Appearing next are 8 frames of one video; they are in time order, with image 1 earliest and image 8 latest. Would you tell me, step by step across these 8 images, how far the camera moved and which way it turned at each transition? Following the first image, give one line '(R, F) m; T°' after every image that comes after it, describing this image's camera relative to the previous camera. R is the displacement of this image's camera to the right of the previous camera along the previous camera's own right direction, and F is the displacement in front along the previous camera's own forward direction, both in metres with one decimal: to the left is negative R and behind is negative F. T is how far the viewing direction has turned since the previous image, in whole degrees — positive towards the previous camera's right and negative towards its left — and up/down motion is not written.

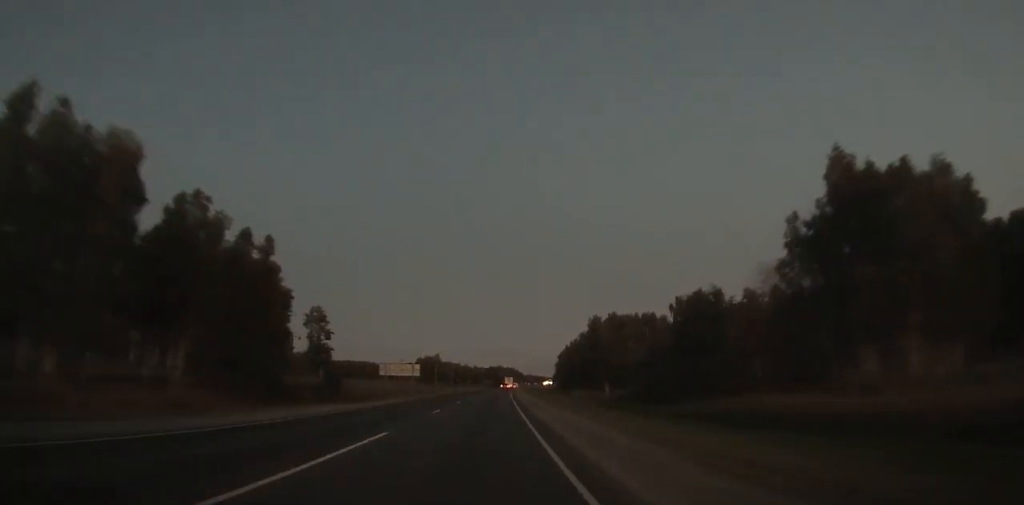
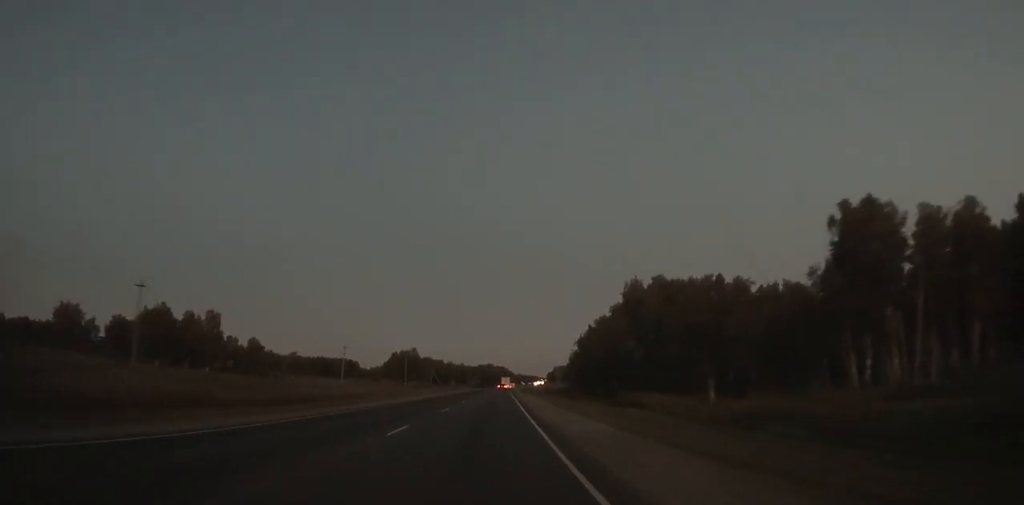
(+0.5, +58.4) m; +1°
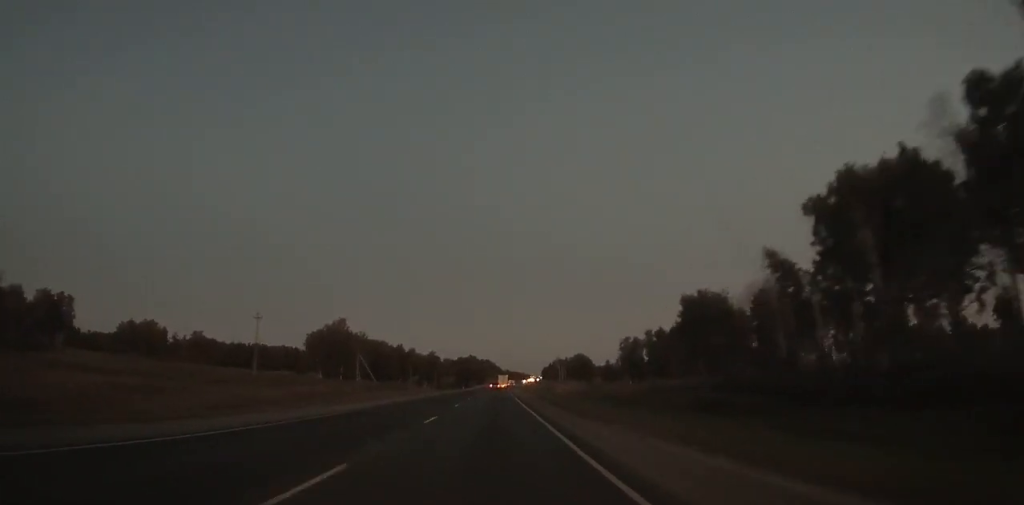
(+1.7, +115.3) m; +1°
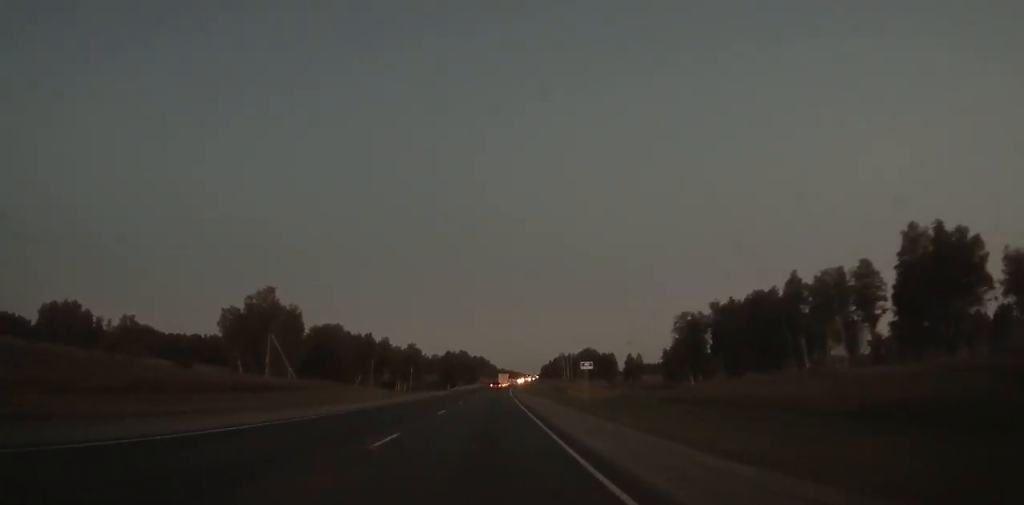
(+0.2, +53.3) m; +1°
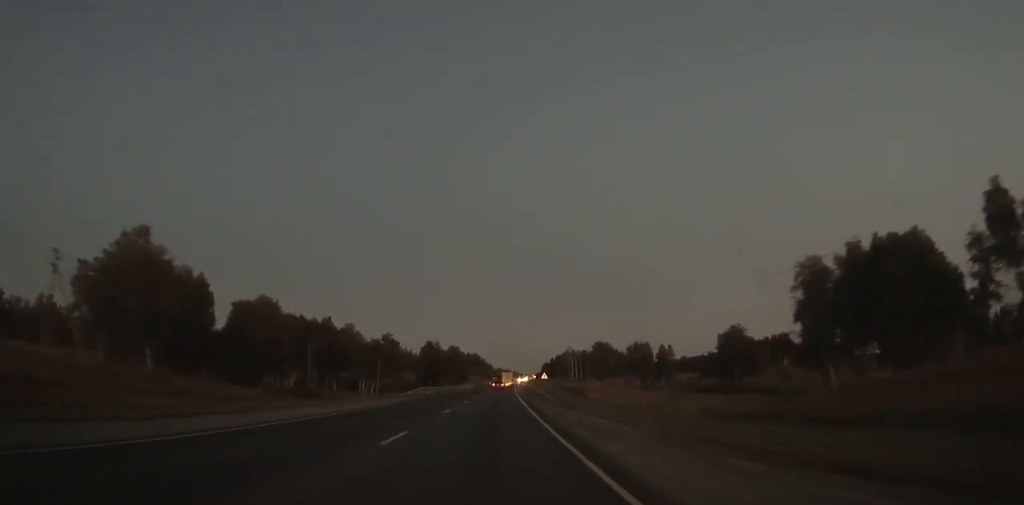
(0.0, +47.3) m; +1°
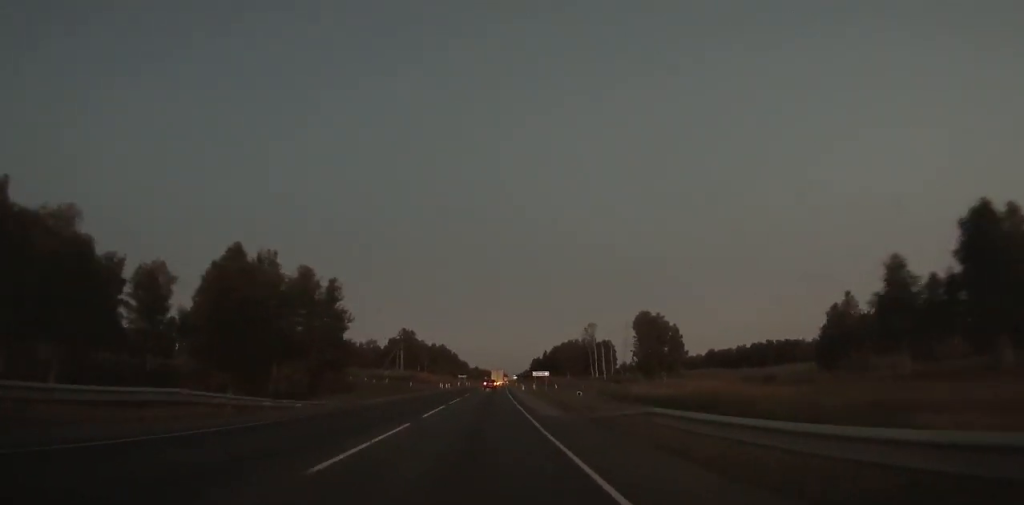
(+1.6, +110.6) m; +2°
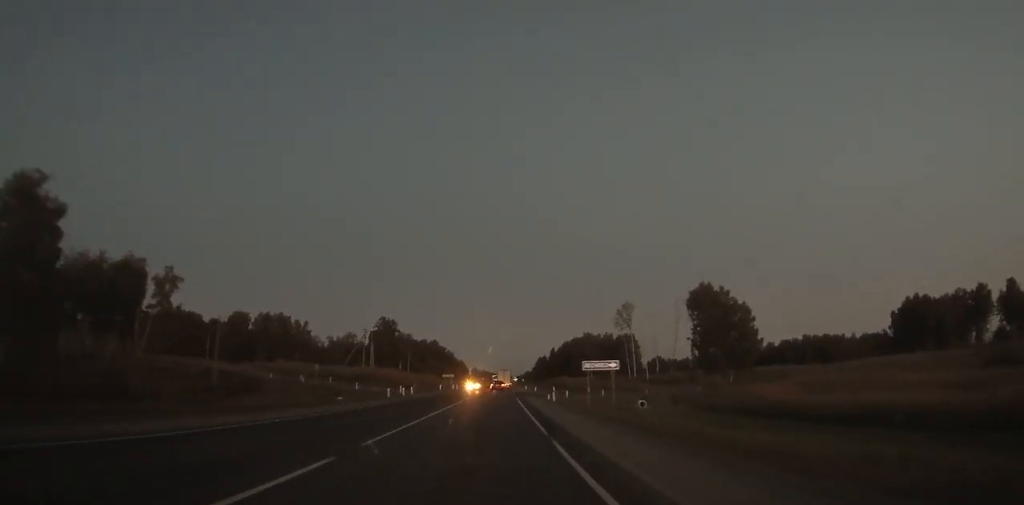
(+0.1, +45.7) m; +1°
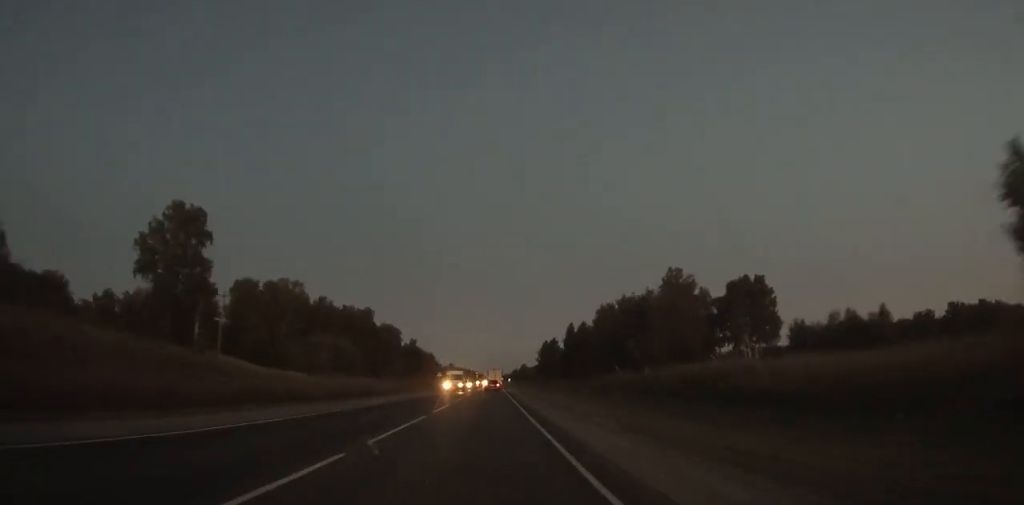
(+1.6, +123.6) m; +1°
